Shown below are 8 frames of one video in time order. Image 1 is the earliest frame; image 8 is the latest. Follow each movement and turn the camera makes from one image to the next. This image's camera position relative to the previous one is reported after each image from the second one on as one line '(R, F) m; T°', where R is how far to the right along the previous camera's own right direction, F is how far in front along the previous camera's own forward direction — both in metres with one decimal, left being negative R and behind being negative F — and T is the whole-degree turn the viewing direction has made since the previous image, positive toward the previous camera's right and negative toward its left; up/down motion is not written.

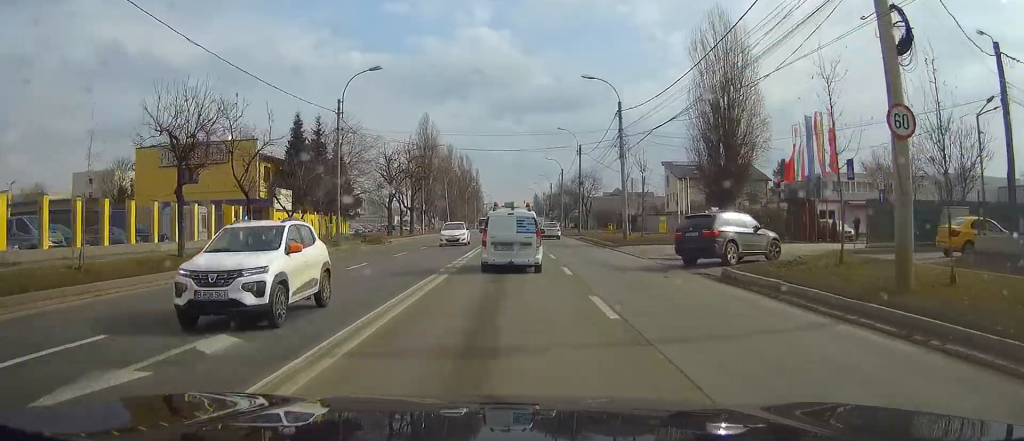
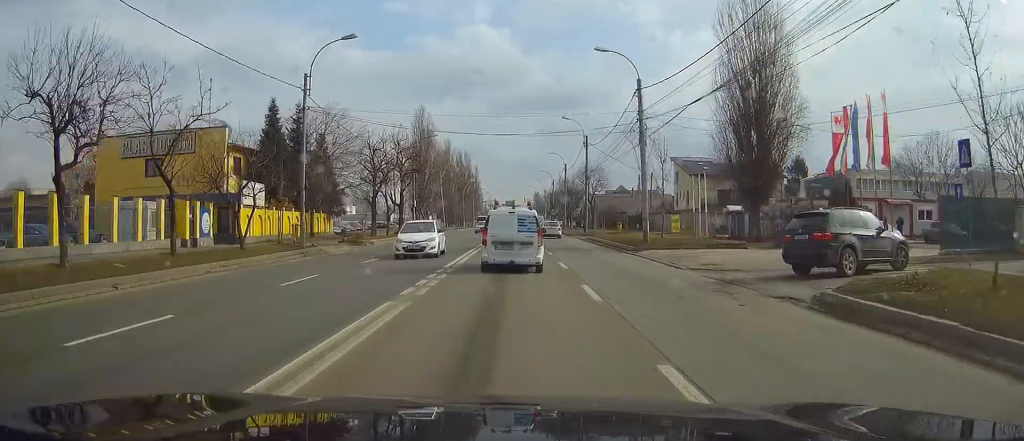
(0.0, +6.8) m; 0°
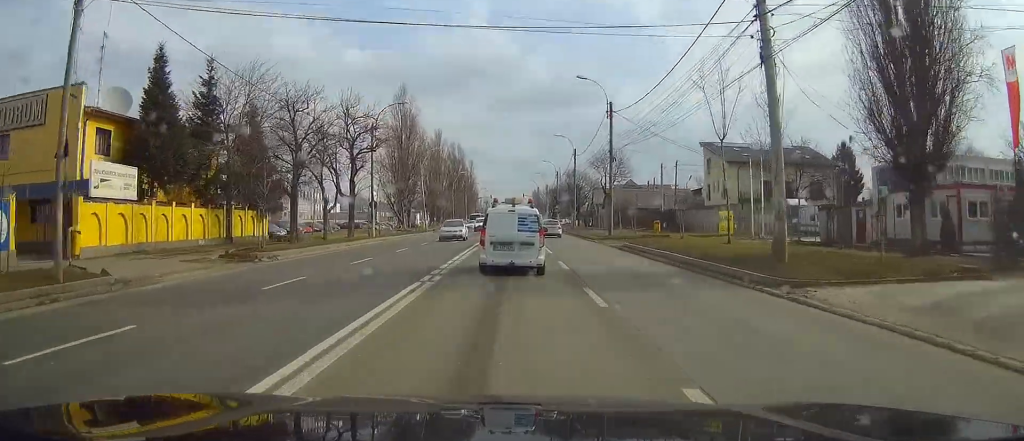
(+0.2, +19.1) m; 0°
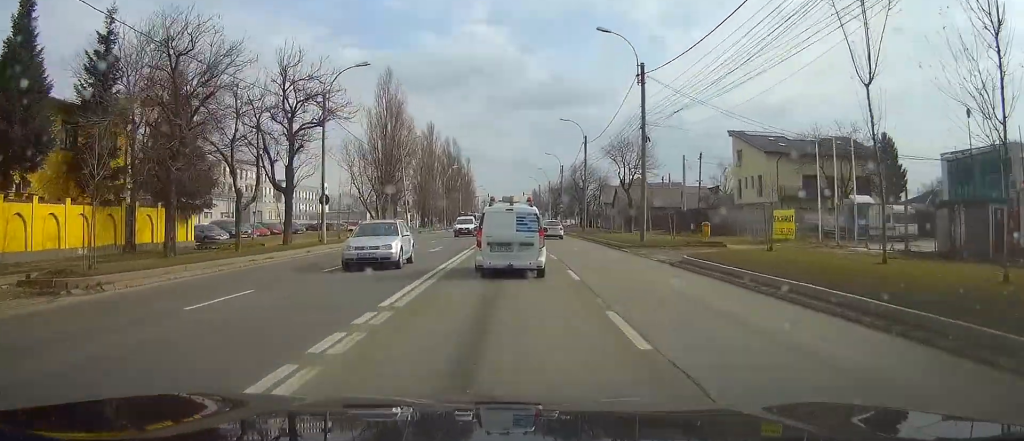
(-0.1, +12.9) m; 0°
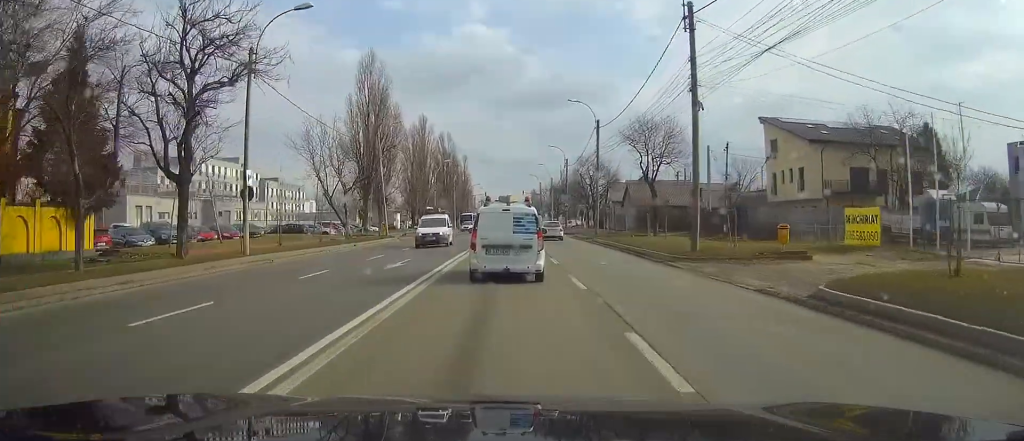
(0.0, +11.0) m; 0°
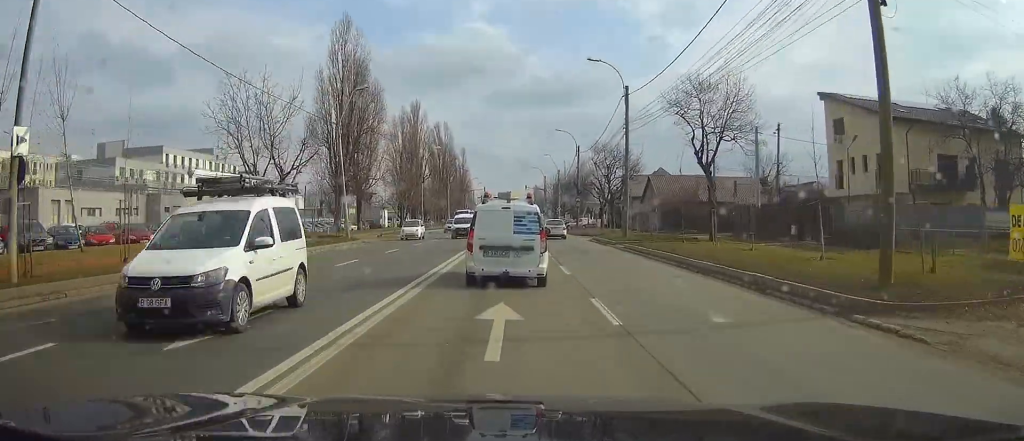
(0.0, +13.9) m; 0°
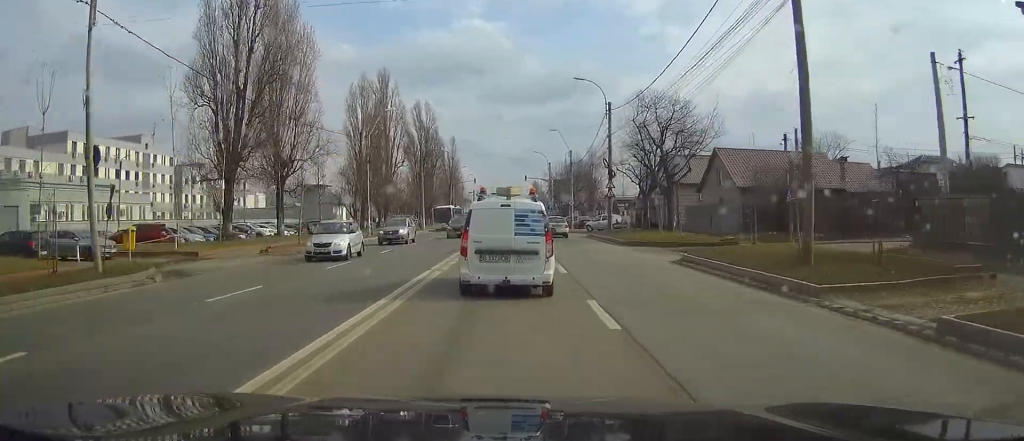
(0.0, +26.9) m; 0°
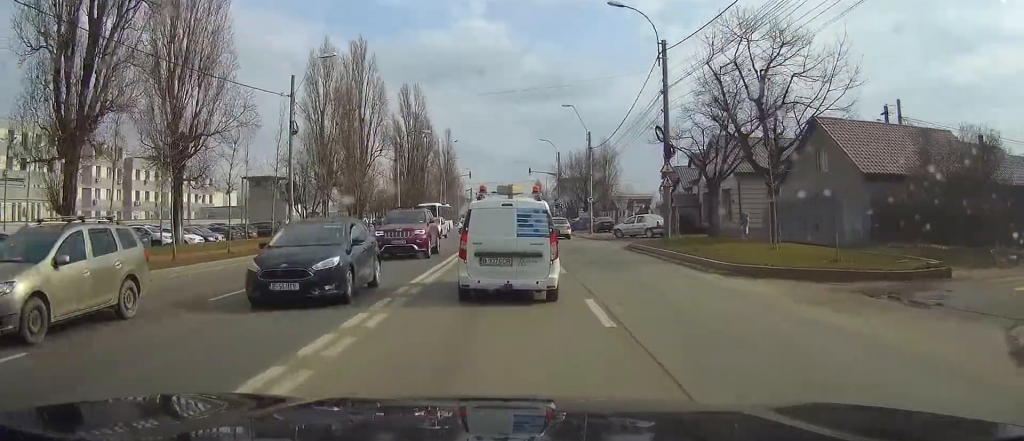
(0.0, +17.6) m; -1°
